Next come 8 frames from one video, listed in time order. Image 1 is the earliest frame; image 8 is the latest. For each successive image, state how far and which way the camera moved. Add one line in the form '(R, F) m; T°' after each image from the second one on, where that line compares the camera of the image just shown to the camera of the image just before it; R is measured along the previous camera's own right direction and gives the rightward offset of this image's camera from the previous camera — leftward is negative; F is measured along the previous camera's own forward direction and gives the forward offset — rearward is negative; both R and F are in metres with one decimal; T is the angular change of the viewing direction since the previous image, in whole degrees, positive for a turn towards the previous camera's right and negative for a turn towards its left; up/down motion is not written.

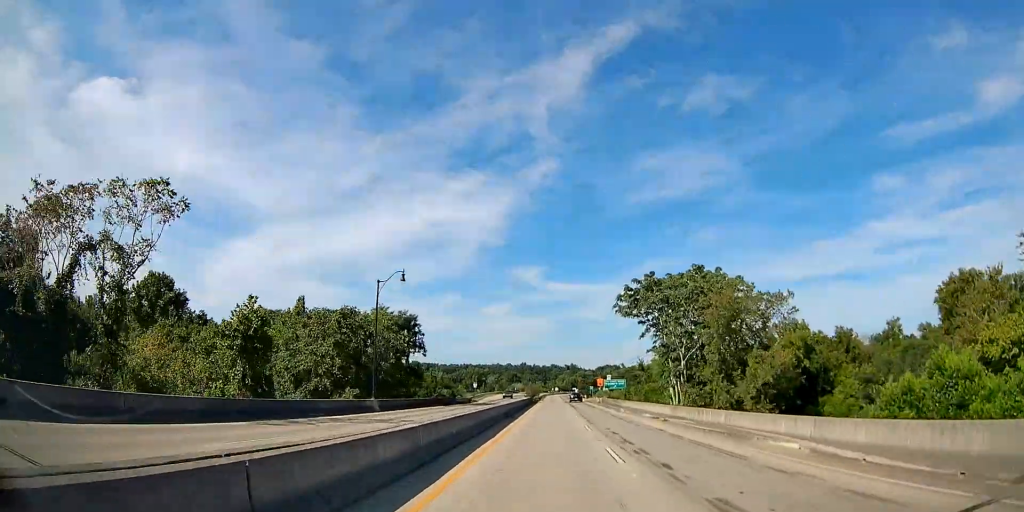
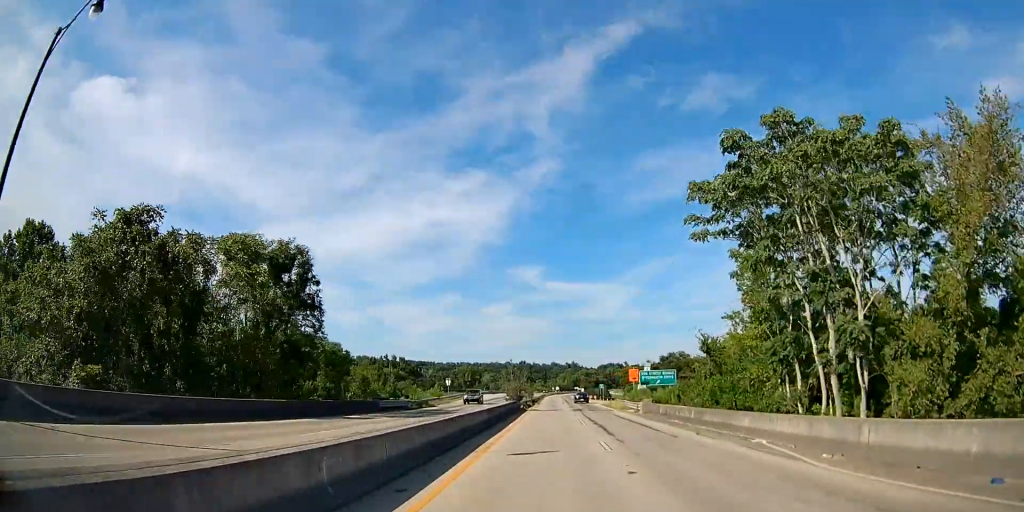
(-2.0, +31.5) m; 0°
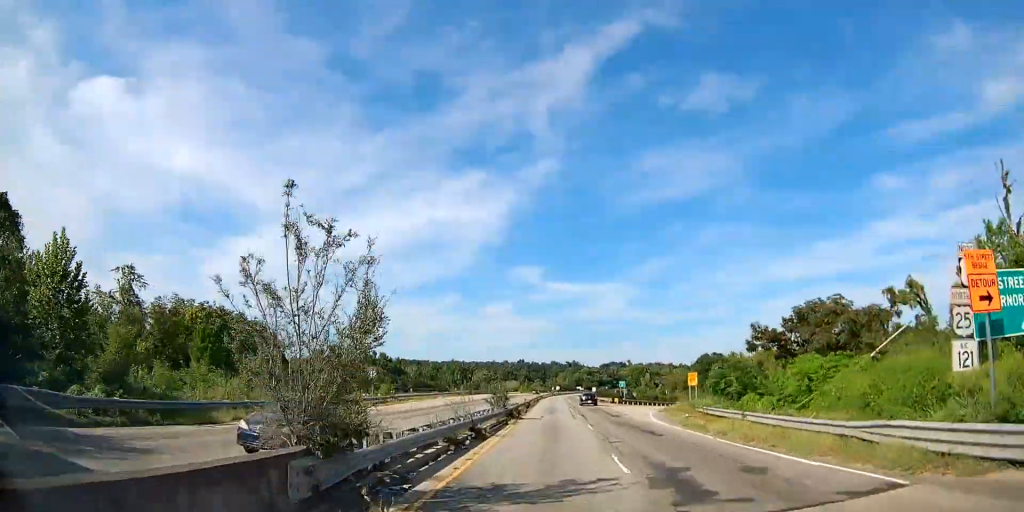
(+3.6, +37.8) m; +8°
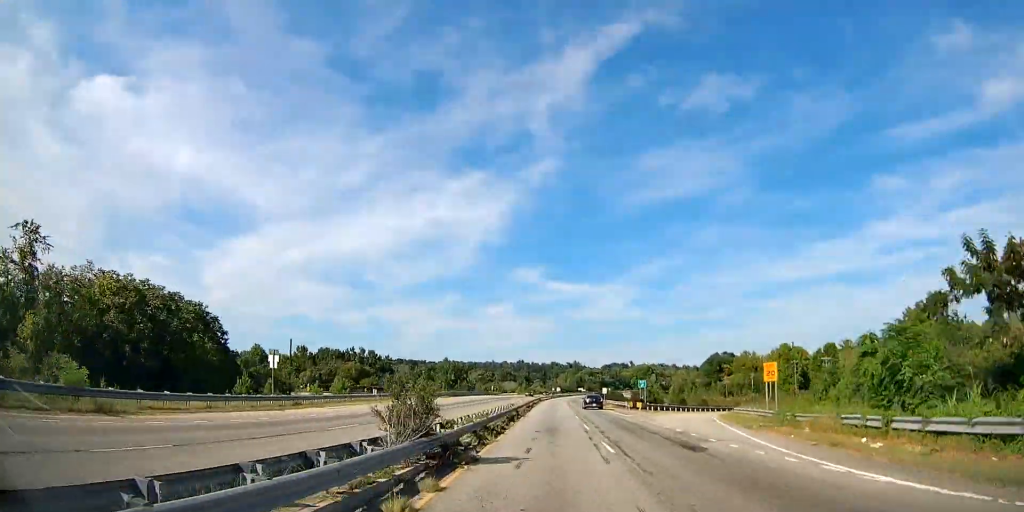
(+0.8, +20.0) m; 0°
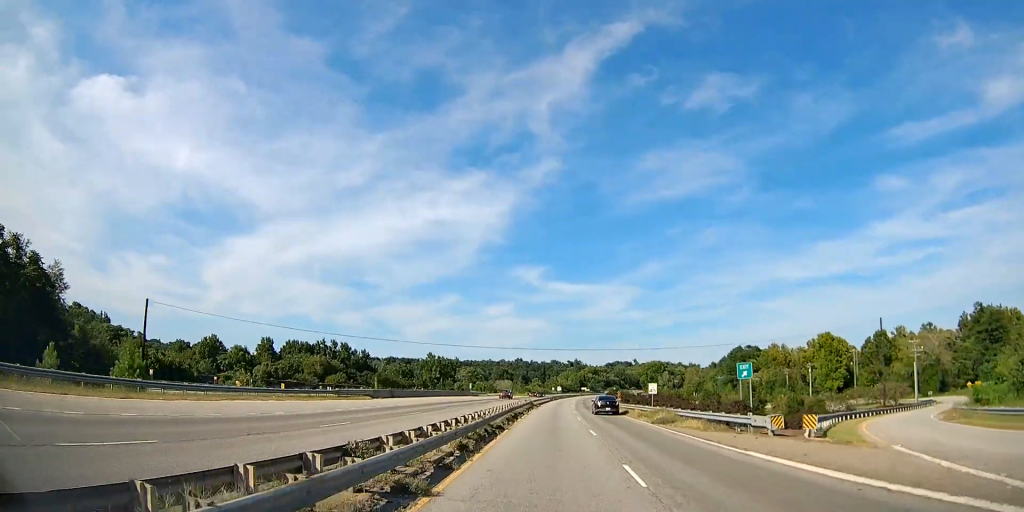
(-2.8, +37.8) m; -4°
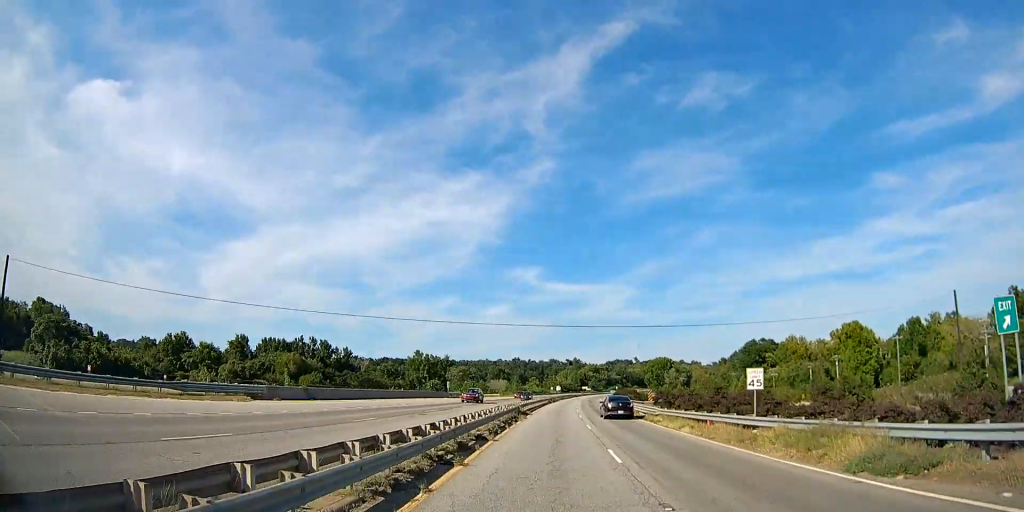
(-0.2, +21.2) m; 0°
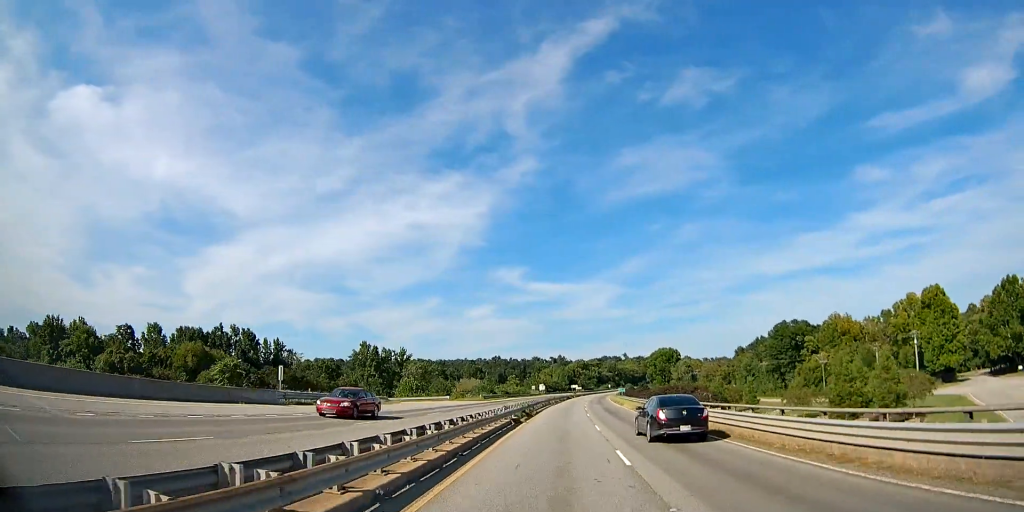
(+0.6, +50.3) m; +1°
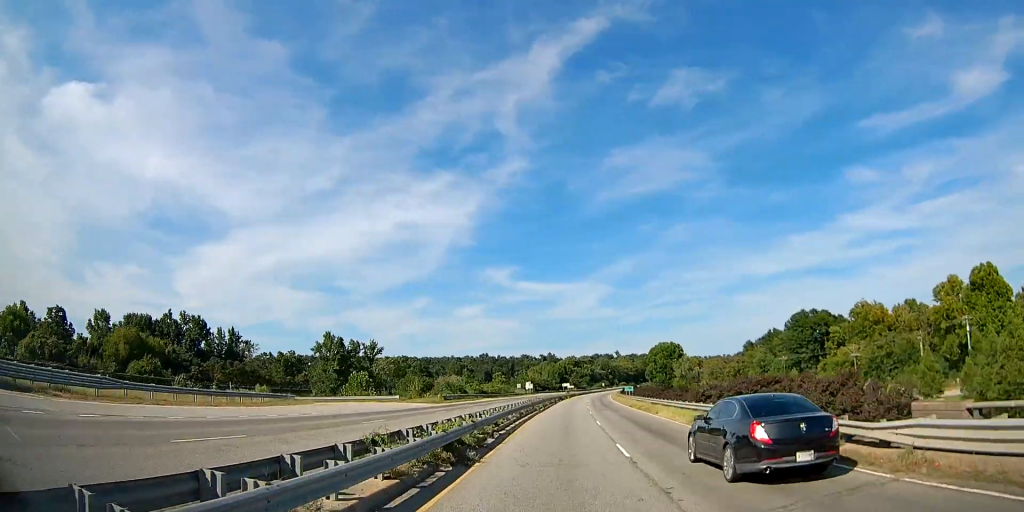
(+0.1, +23.5) m; +1°
